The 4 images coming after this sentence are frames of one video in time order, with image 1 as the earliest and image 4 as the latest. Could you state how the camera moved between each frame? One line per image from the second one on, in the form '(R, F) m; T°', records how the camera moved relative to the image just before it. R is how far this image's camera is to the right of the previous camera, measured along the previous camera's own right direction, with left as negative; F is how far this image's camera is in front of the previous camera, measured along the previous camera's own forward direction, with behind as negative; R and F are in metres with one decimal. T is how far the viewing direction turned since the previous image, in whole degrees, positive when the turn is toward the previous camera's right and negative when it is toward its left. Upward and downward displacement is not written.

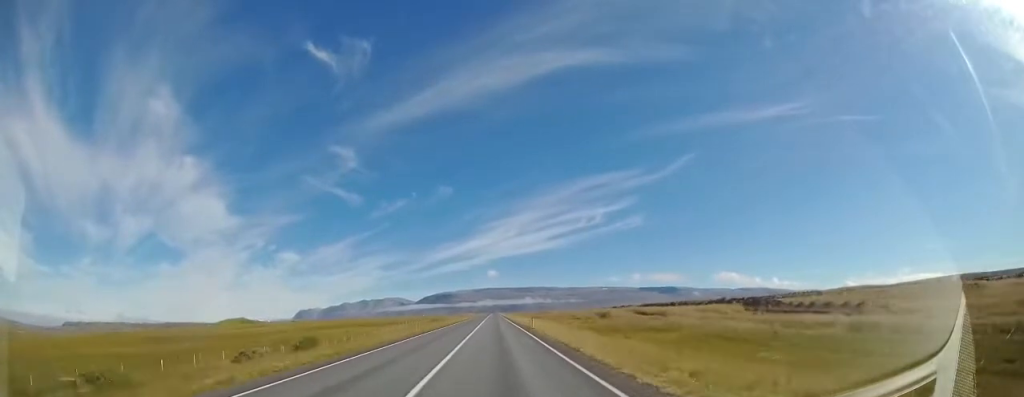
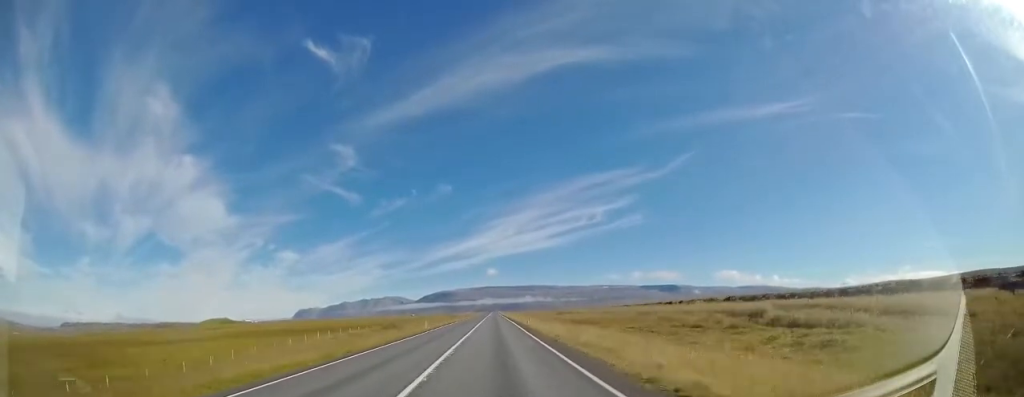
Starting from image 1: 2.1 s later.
(+1.3, +47.2) m; +2°
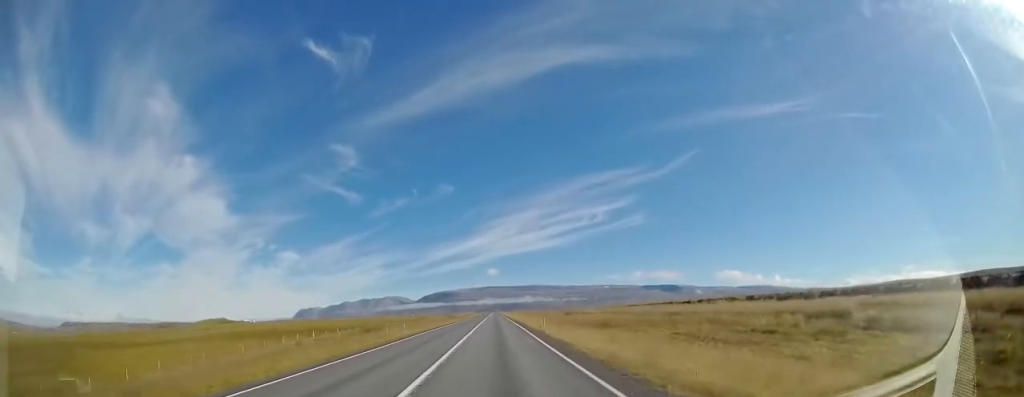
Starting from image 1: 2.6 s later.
(+0.1, +9.9) m; -1°
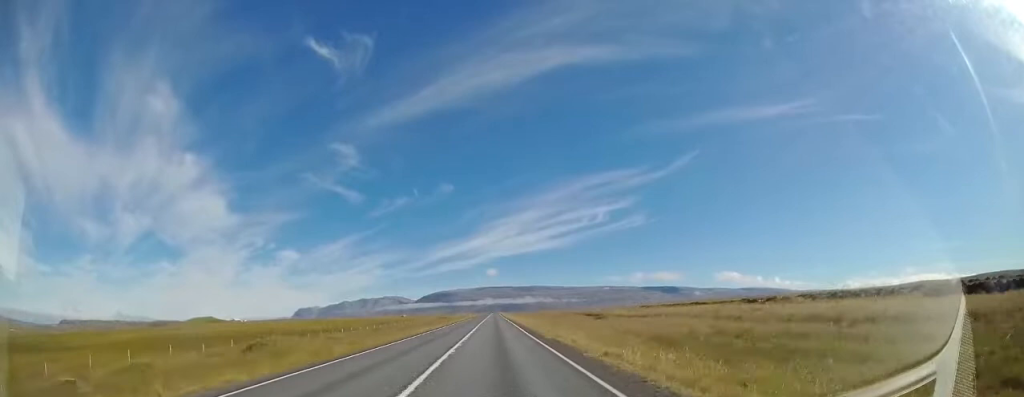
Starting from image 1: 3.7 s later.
(-0.7, +25.9) m; -2°
